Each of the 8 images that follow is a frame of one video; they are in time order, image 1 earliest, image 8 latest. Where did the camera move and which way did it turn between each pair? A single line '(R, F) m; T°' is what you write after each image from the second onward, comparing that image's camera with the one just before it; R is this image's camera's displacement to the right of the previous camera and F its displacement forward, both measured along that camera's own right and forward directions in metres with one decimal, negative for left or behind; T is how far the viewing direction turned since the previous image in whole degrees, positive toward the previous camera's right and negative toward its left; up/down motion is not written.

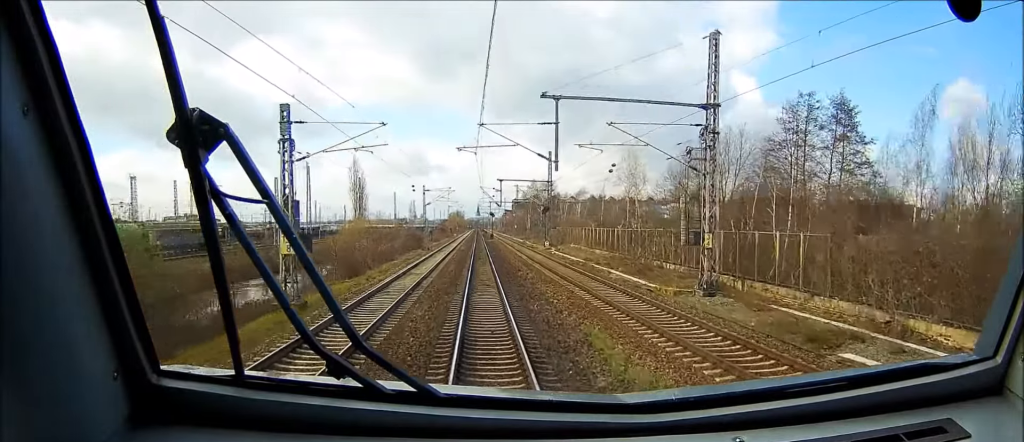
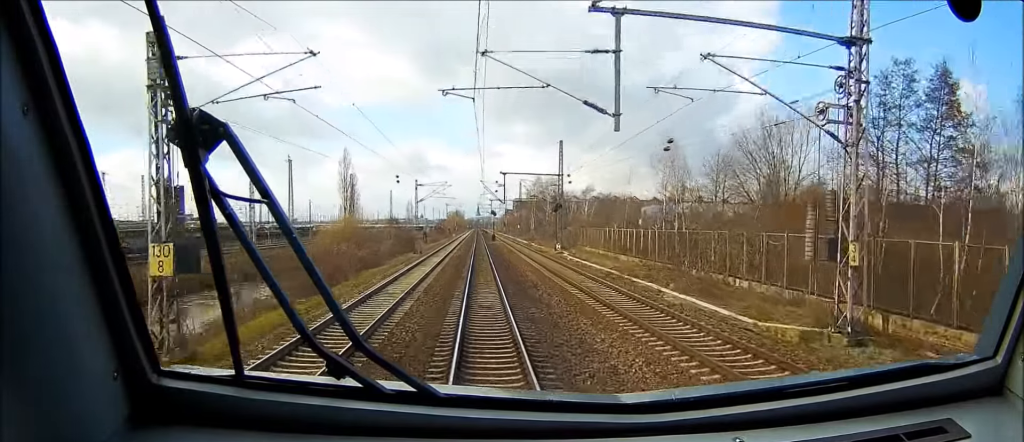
(0.0, +11.9) m; 0°
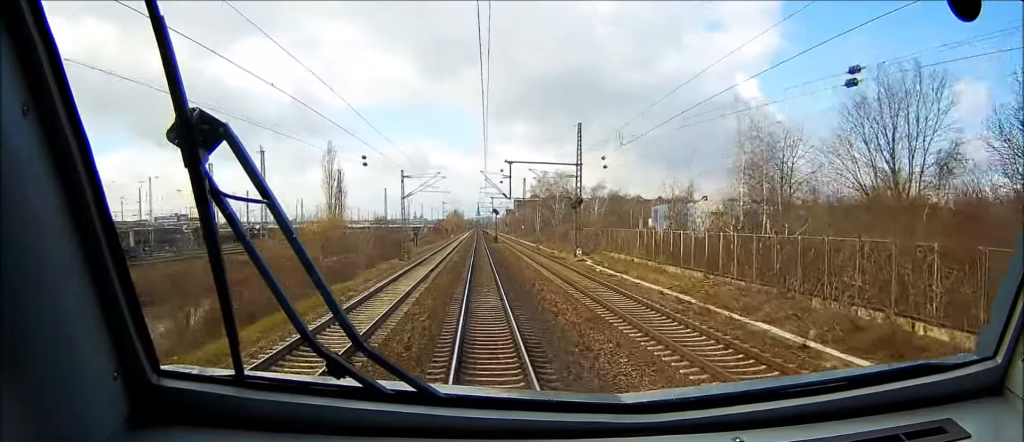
(0.0, +14.2) m; +1°
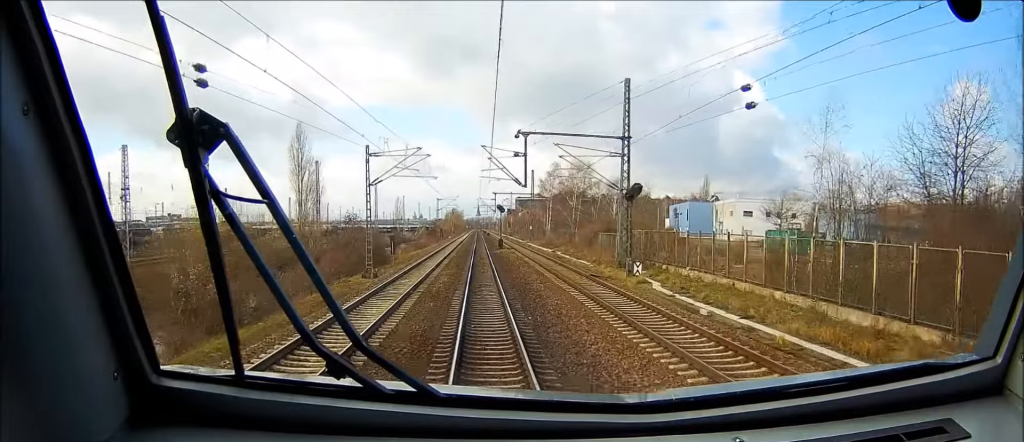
(+0.3, +21.5) m; +2°
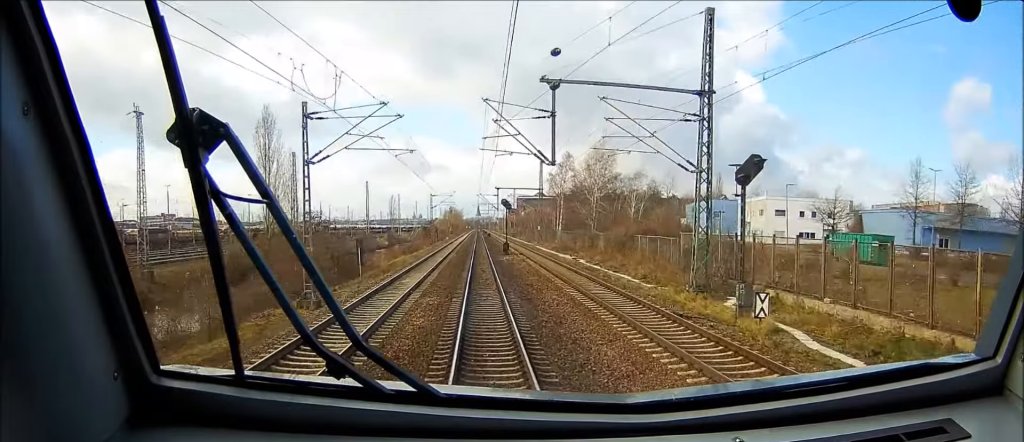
(+0.1, +16.8) m; +2°
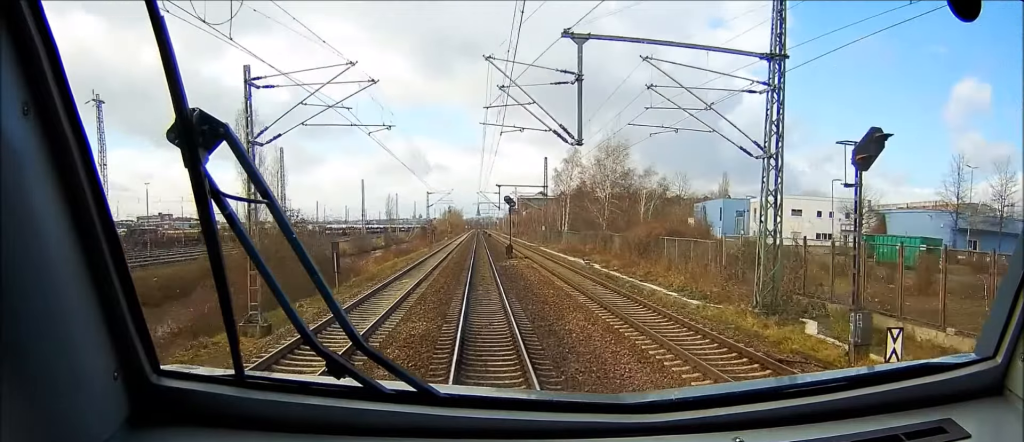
(+0.2, +7.4) m; +1°
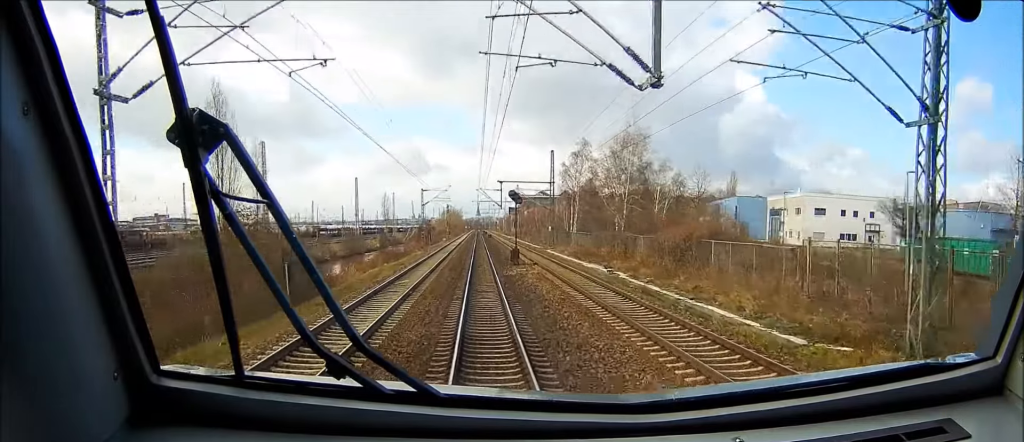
(+0.2, +9.8) m; +1°
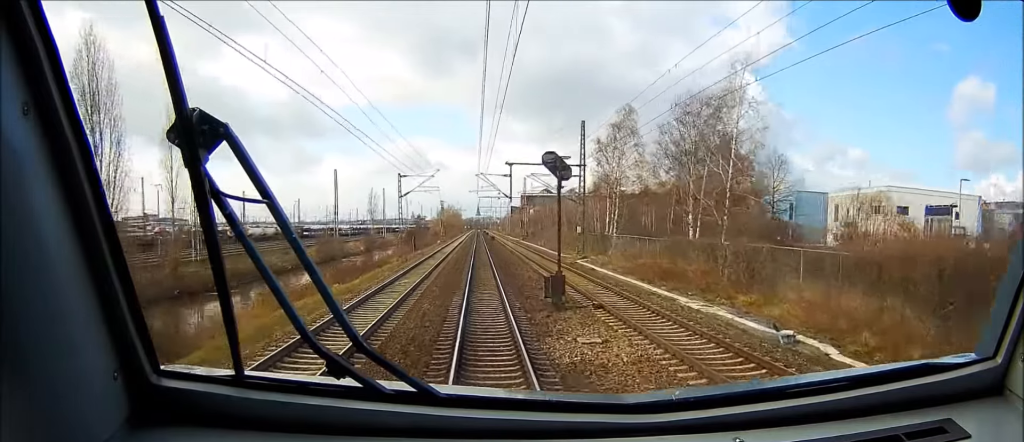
(+0.2, +26.6) m; 0°
